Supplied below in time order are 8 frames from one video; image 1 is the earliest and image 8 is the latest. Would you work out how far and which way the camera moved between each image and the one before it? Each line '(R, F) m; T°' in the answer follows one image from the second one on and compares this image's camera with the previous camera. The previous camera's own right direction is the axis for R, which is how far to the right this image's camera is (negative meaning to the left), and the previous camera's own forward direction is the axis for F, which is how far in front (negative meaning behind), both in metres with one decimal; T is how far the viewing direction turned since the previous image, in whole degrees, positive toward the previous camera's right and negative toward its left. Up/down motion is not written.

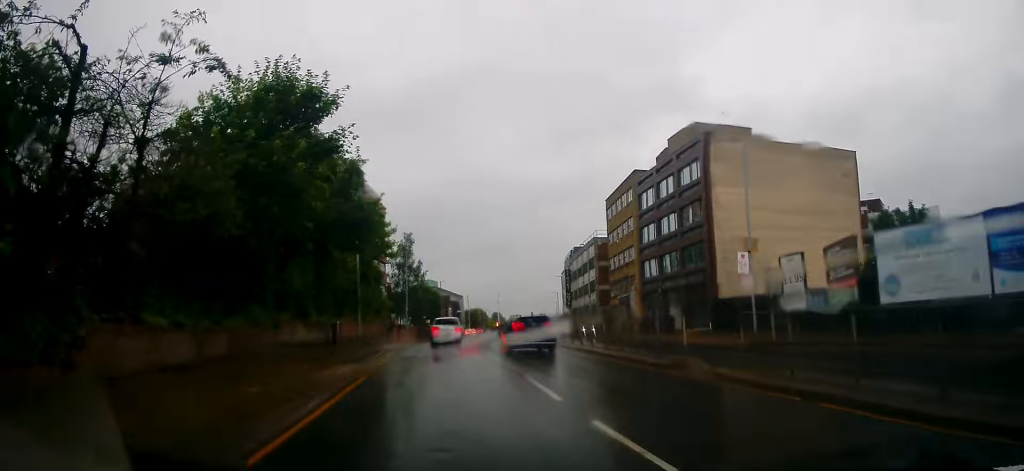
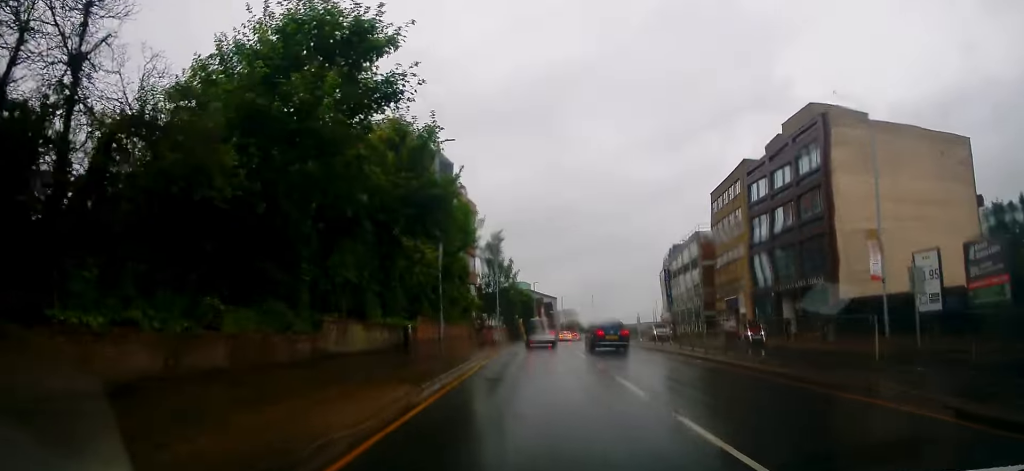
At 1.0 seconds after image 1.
(-0.4, +5.0) m; -8°
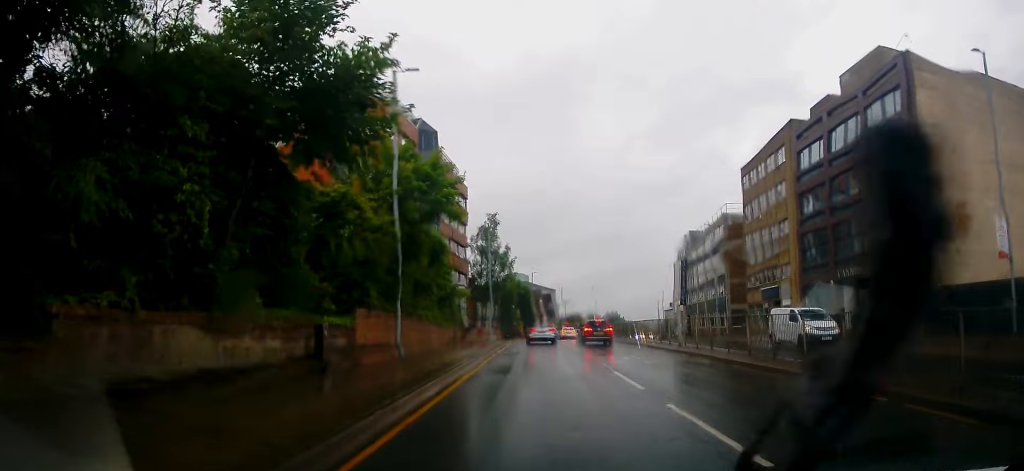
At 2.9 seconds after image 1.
(-0.3, +10.3) m; -2°
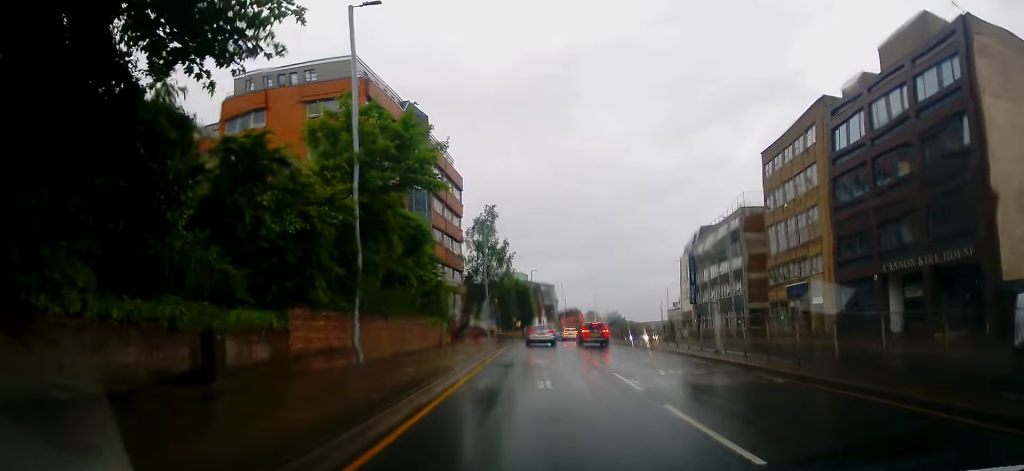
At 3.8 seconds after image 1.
(-0.1, +5.5) m; 0°
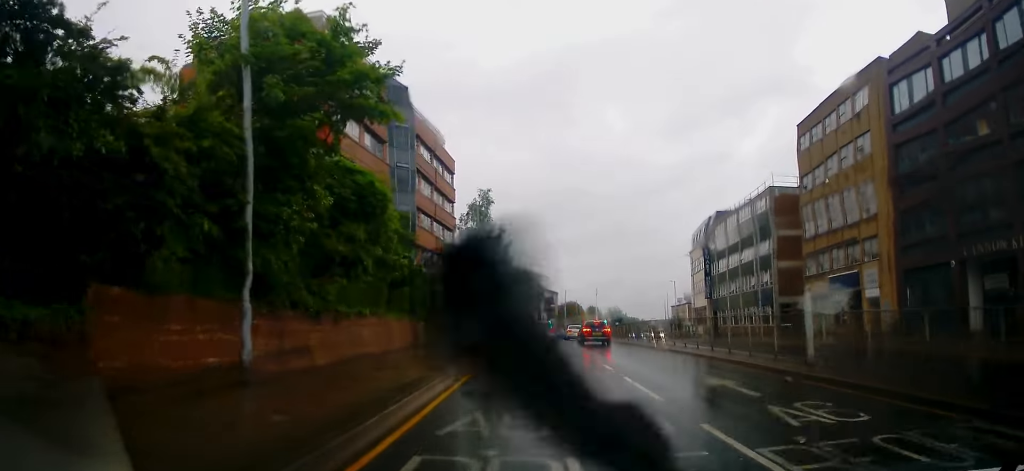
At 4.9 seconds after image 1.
(+0.1, +7.3) m; 0°
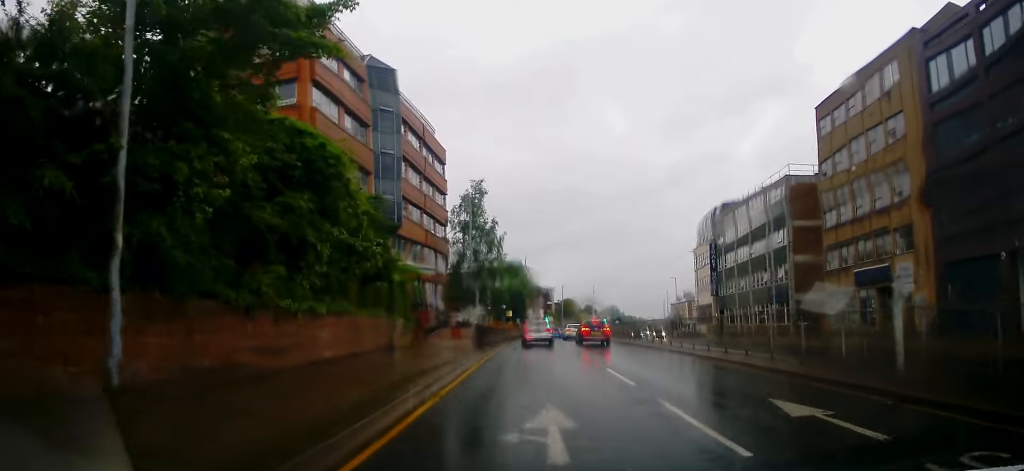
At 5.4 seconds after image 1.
(-0.1, +4.0) m; +1°
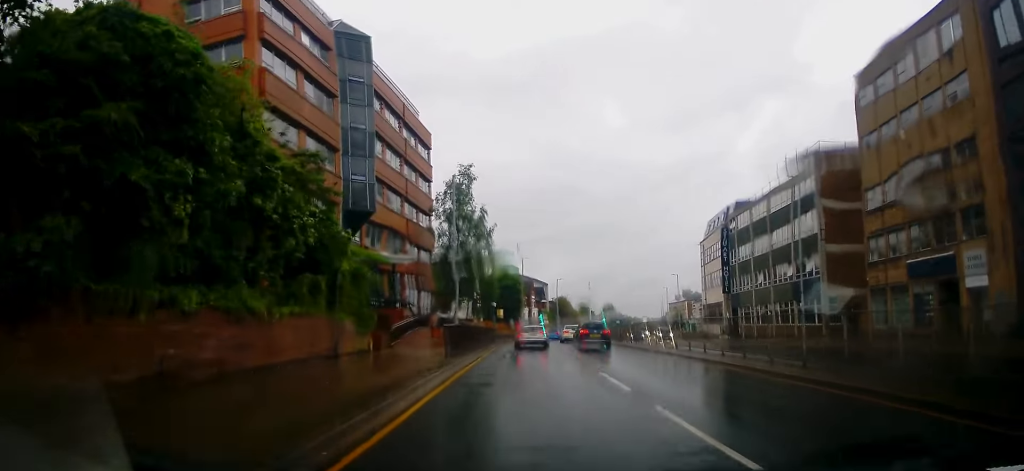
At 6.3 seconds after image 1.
(+0.2, +6.5) m; 0°
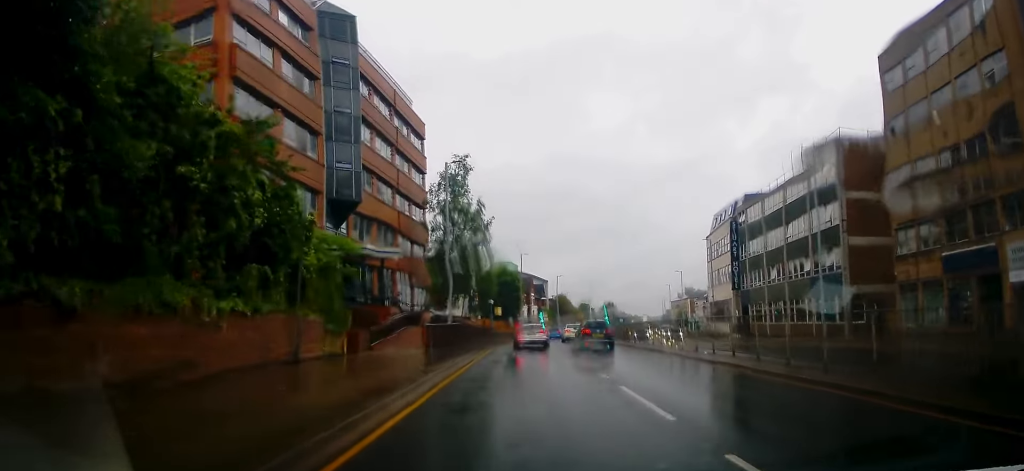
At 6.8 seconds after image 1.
(+0.1, +3.2) m; 0°
